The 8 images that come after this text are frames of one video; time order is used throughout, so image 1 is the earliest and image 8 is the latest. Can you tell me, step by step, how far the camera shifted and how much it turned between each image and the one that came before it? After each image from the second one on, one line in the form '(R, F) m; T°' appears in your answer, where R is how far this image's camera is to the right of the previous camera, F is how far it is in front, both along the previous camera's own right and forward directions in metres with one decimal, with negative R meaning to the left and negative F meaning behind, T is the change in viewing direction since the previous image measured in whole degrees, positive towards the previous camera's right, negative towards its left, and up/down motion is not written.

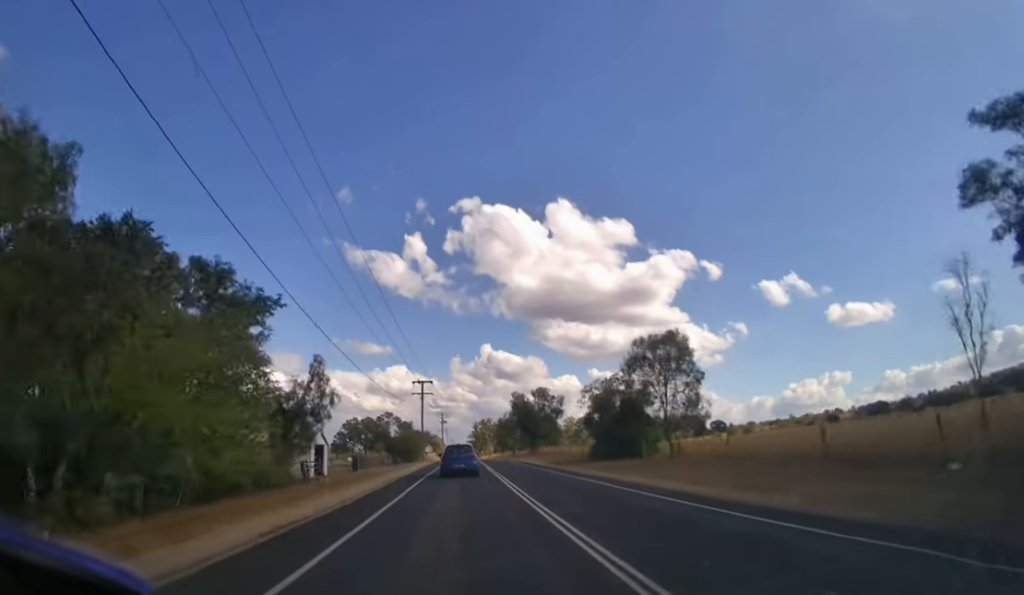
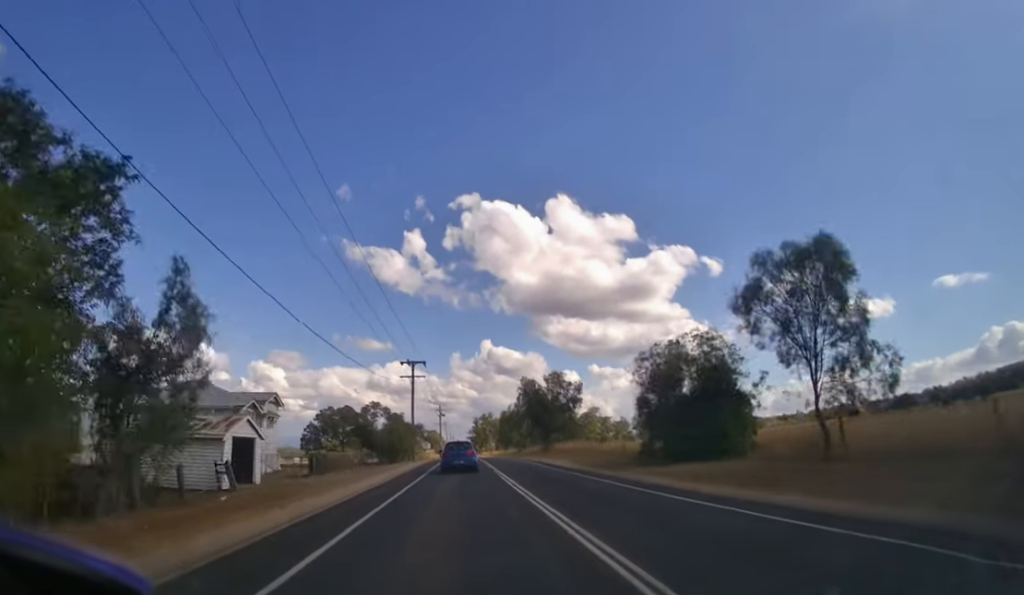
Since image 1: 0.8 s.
(0.0, +13.8) m; 0°
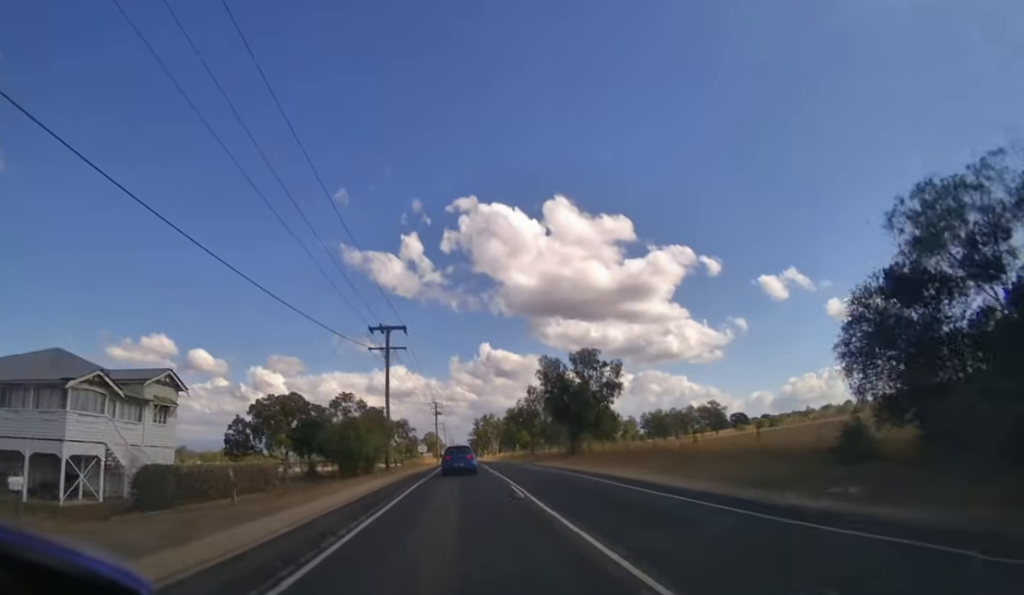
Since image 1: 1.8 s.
(0.0, +20.0) m; 0°
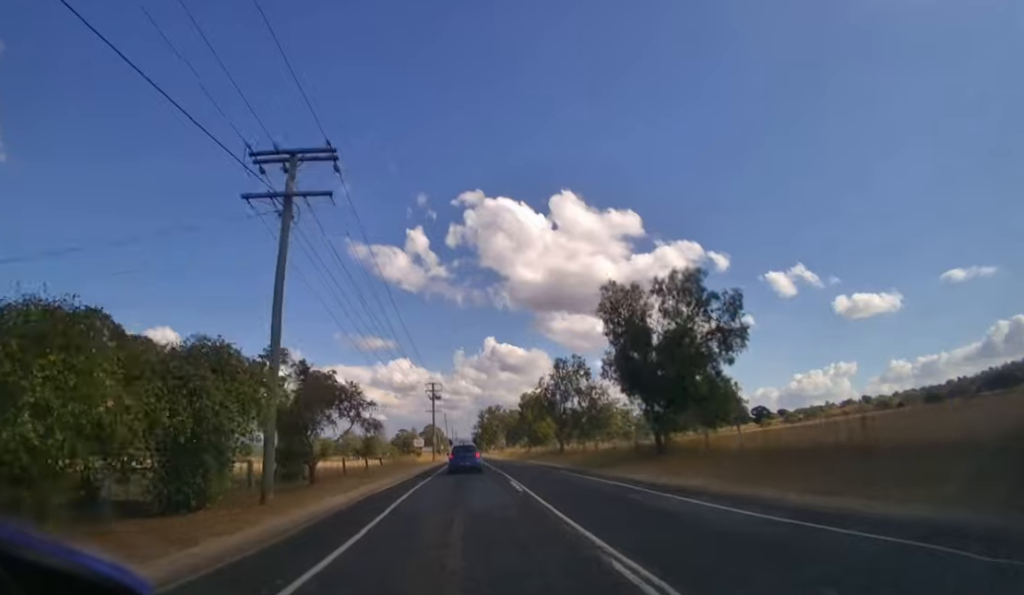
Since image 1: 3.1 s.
(-0.1, +23.3) m; 0°
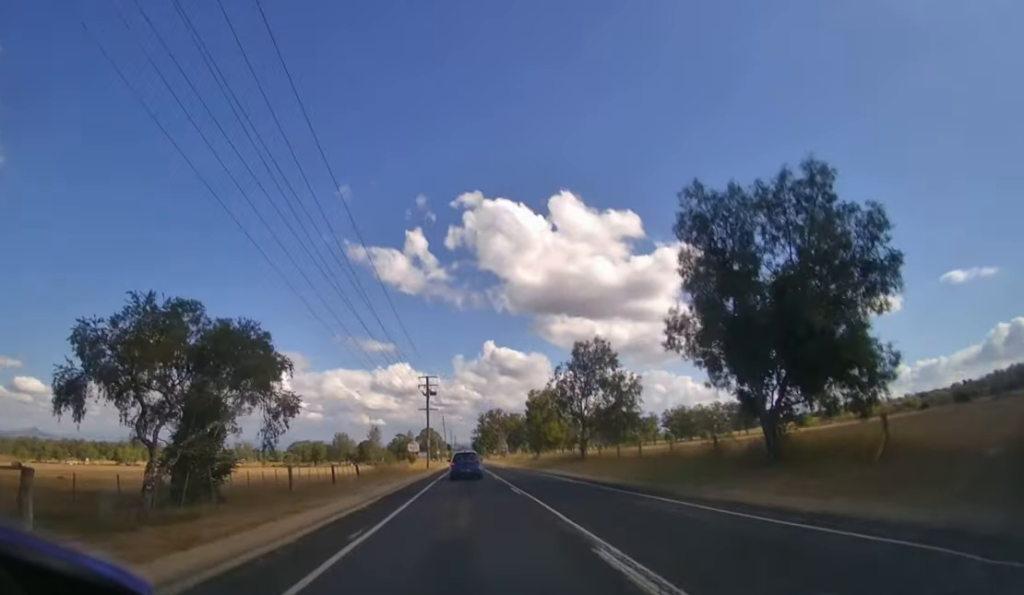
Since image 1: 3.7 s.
(0.0, +12.0) m; 0°
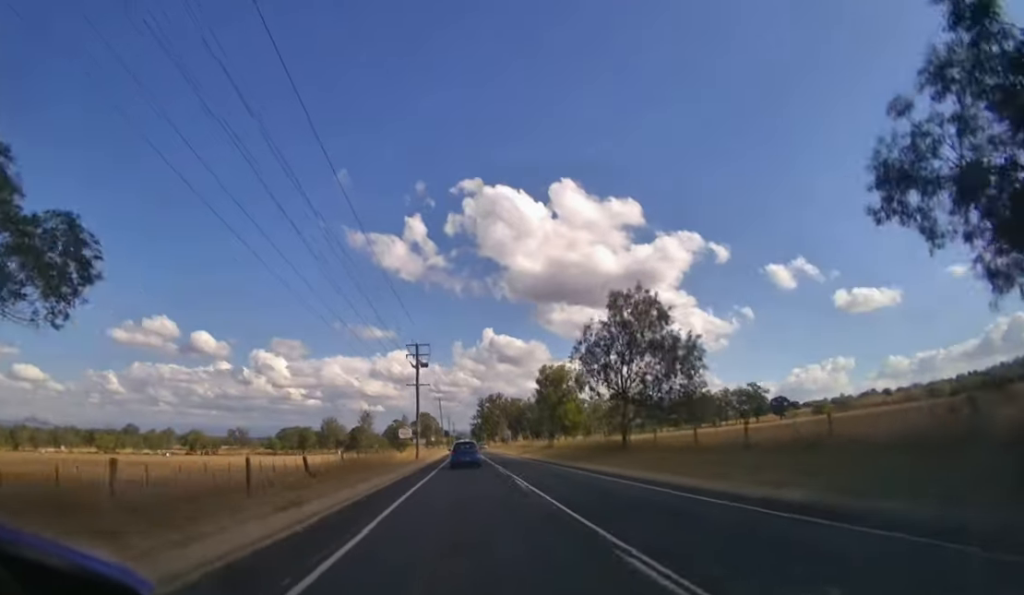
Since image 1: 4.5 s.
(0.0, +12.9) m; 0°
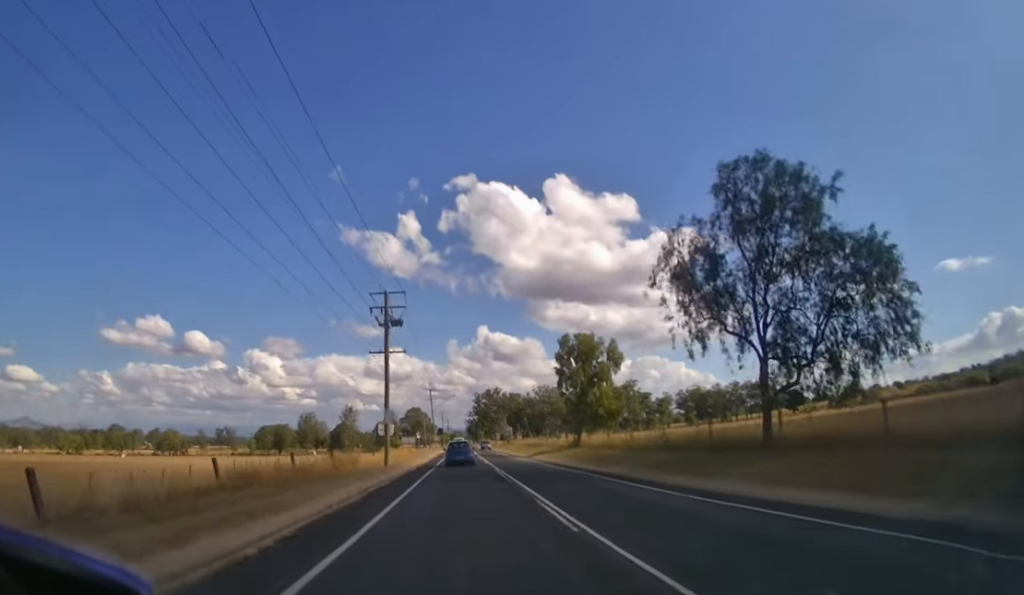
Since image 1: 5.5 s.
(0.0, +17.6) m; 0°
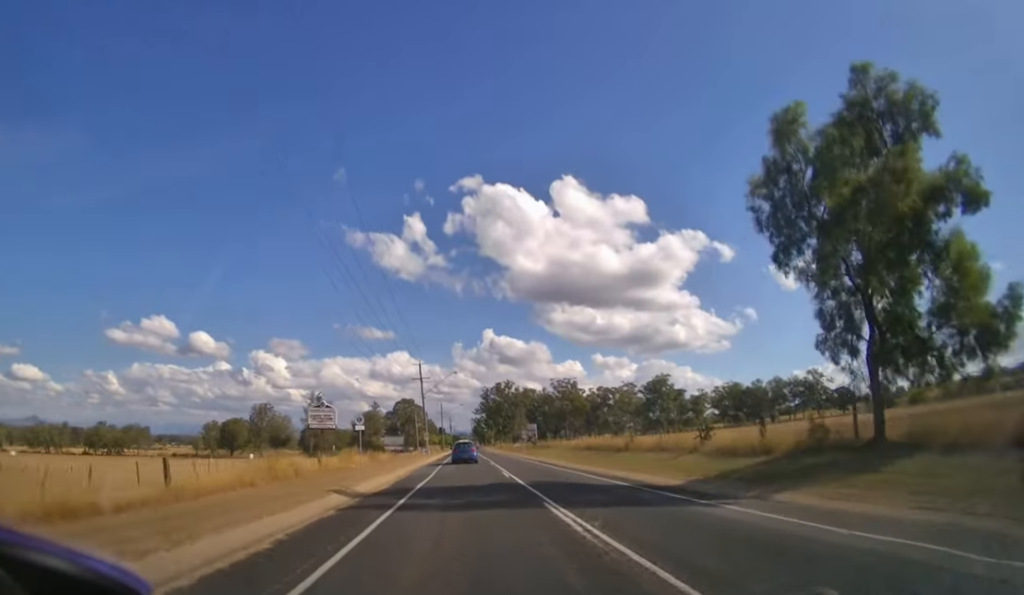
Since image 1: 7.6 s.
(-0.1, +32.7) m; 0°
